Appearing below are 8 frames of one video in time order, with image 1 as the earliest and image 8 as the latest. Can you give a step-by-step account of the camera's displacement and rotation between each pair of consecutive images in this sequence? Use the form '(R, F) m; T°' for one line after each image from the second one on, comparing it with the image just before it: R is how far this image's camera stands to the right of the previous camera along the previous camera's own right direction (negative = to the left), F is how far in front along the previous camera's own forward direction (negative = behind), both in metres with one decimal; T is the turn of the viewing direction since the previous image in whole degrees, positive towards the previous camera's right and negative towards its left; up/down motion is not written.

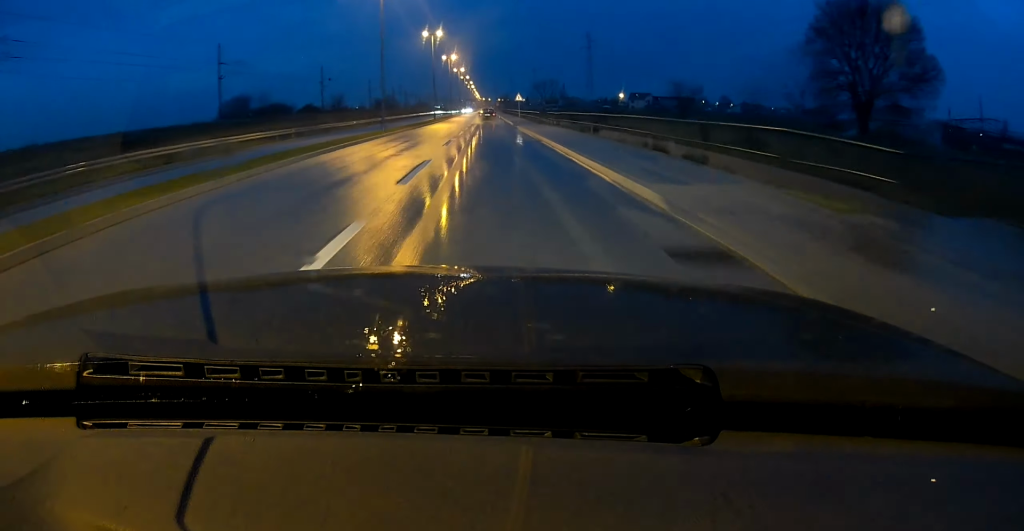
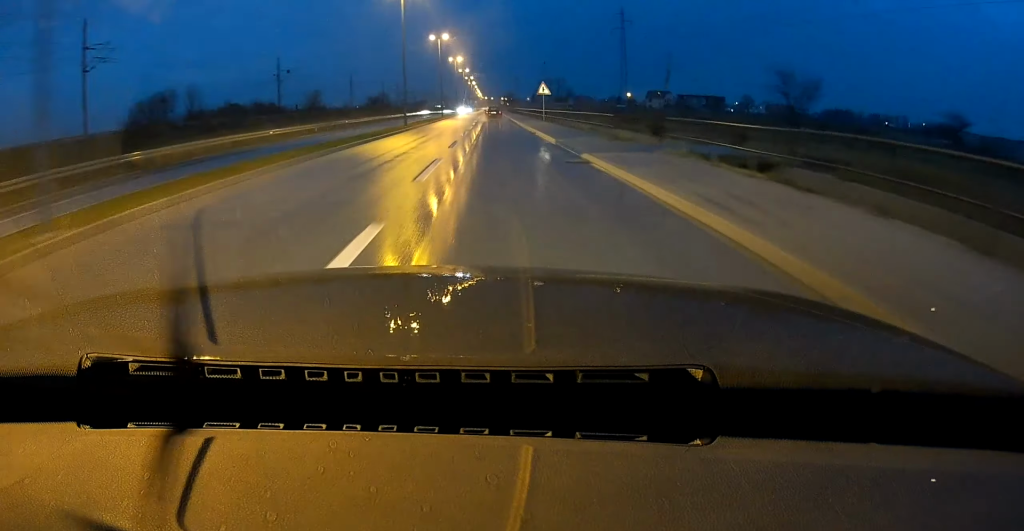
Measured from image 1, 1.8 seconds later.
(+0.1, +30.5) m; 0°
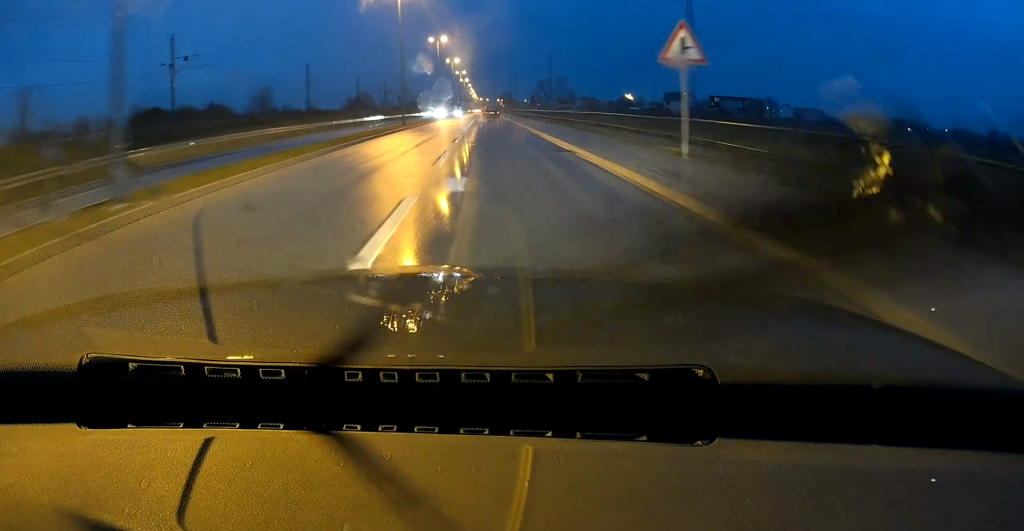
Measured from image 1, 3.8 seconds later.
(-0.1, +36.3) m; 0°
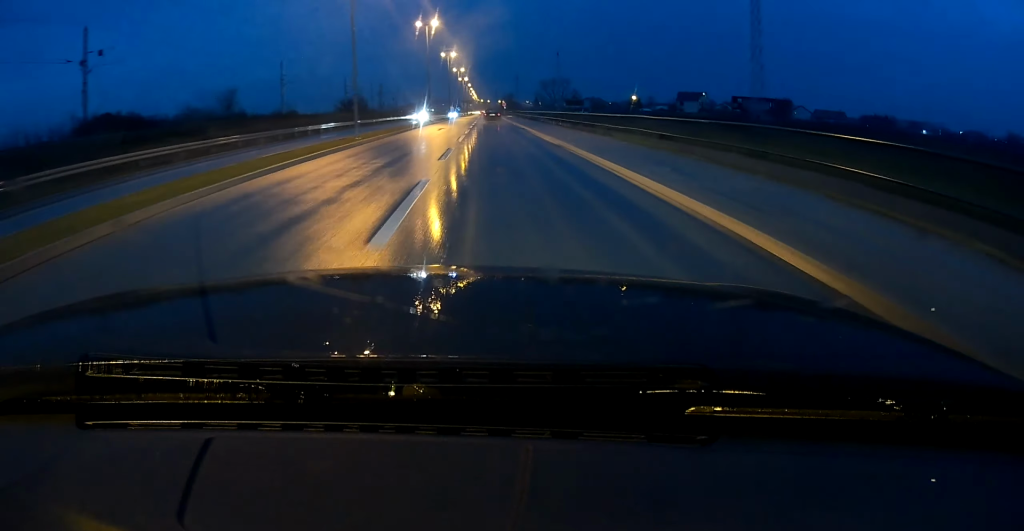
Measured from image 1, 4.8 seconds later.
(0.0, +17.3) m; 0°
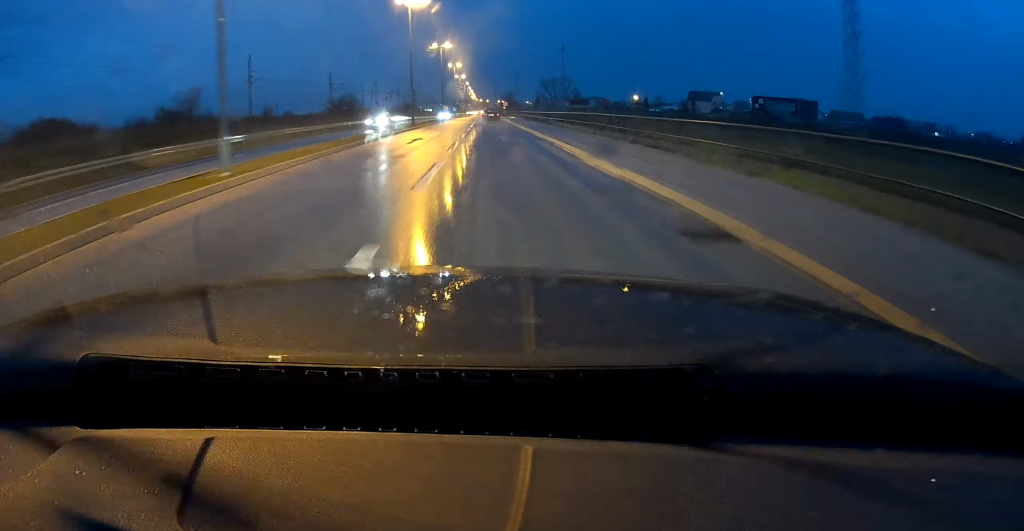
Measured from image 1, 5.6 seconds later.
(0.0, +15.0) m; 0°
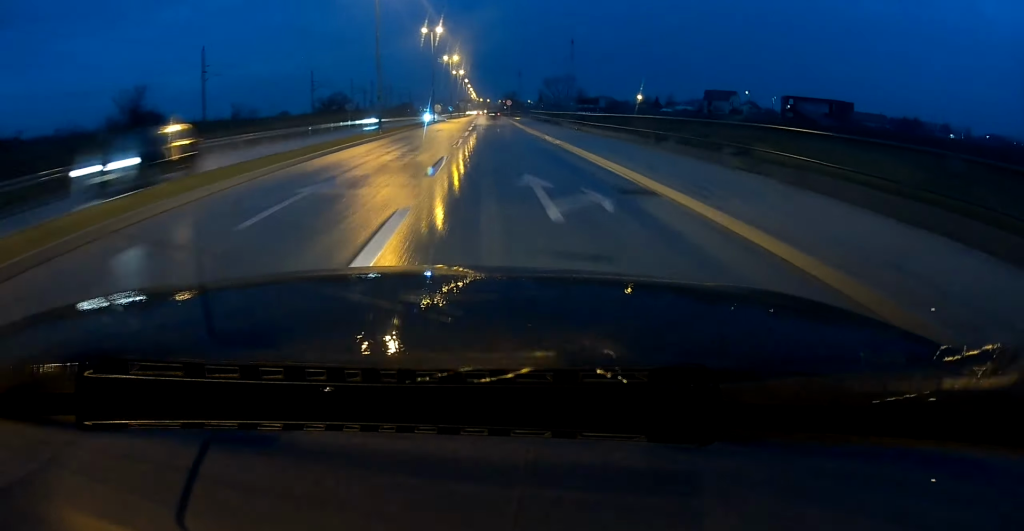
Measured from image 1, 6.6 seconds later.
(0.0, +16.9) m; 0°
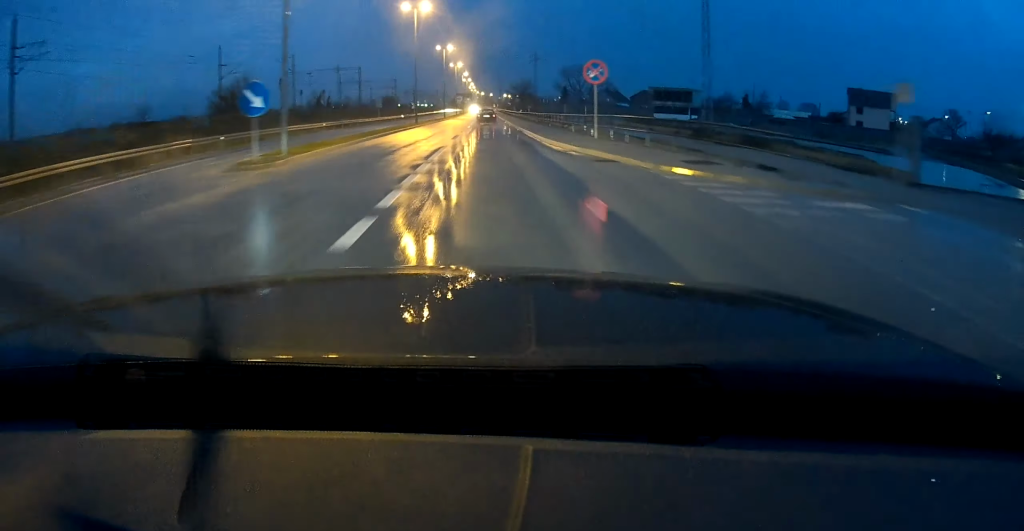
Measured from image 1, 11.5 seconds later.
(+0.1, +91.4) m; 0°
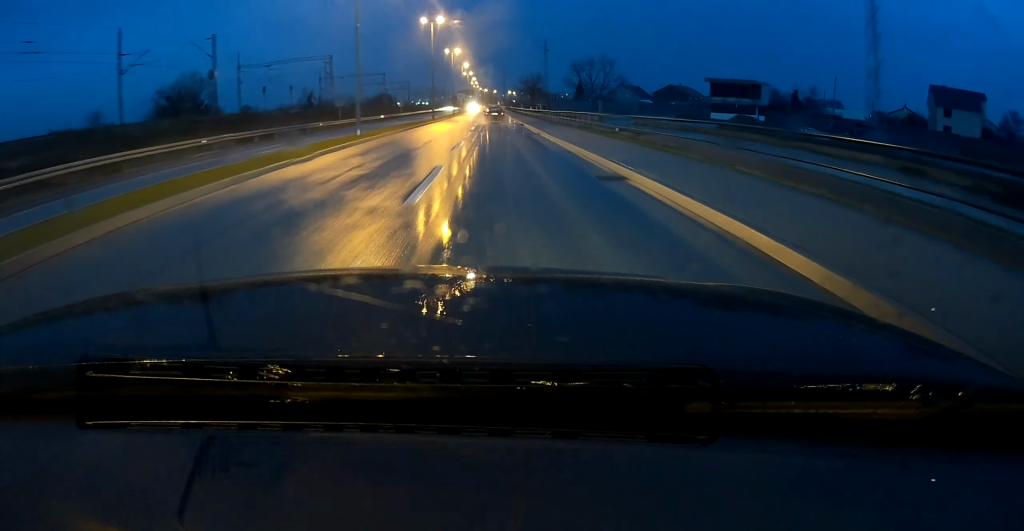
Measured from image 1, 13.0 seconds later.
(+0.1, +27.6) m; 0°
